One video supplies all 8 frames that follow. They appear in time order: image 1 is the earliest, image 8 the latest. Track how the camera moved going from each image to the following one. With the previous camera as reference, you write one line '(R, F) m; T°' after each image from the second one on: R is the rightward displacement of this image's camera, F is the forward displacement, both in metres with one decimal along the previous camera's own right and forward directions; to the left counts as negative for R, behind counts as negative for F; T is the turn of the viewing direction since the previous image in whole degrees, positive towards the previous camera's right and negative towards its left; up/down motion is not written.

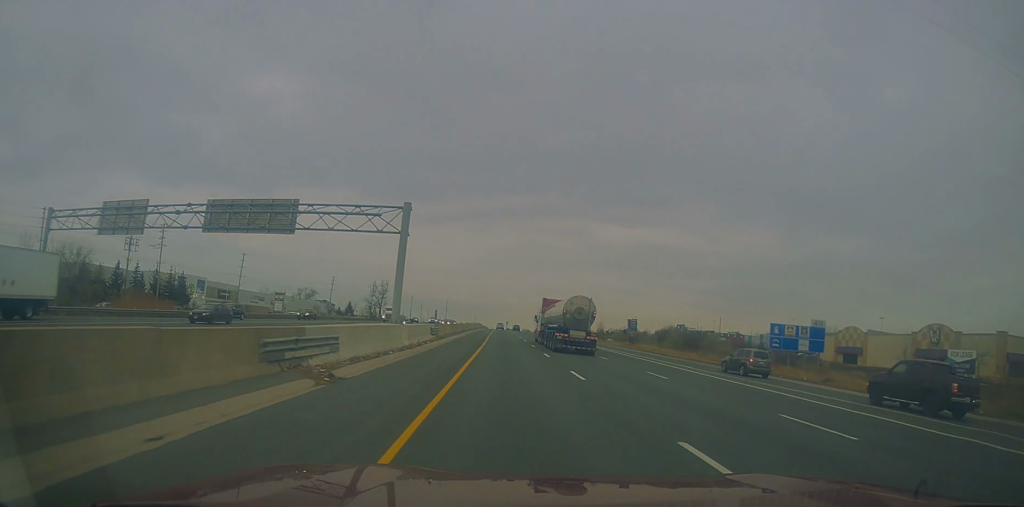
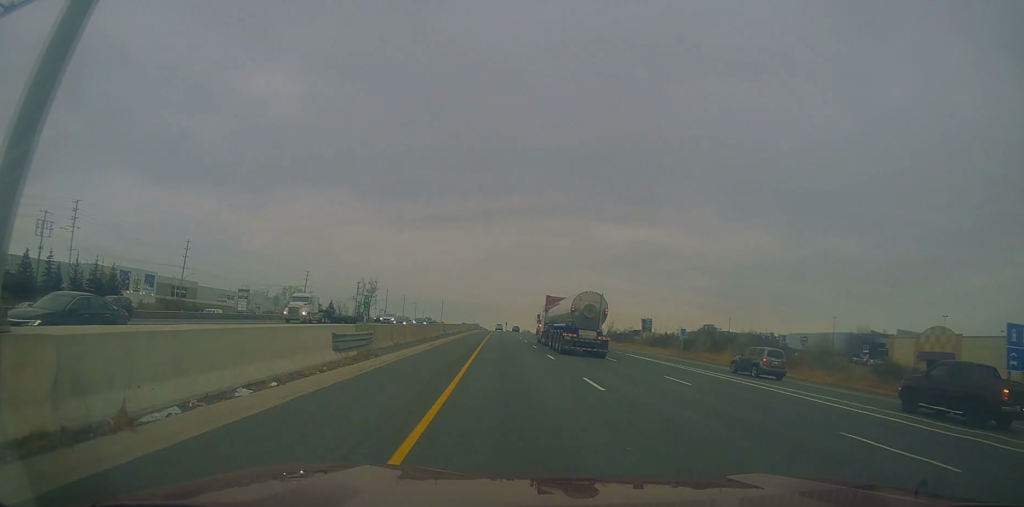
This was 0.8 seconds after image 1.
(+0.1, +26.9) m; 0°
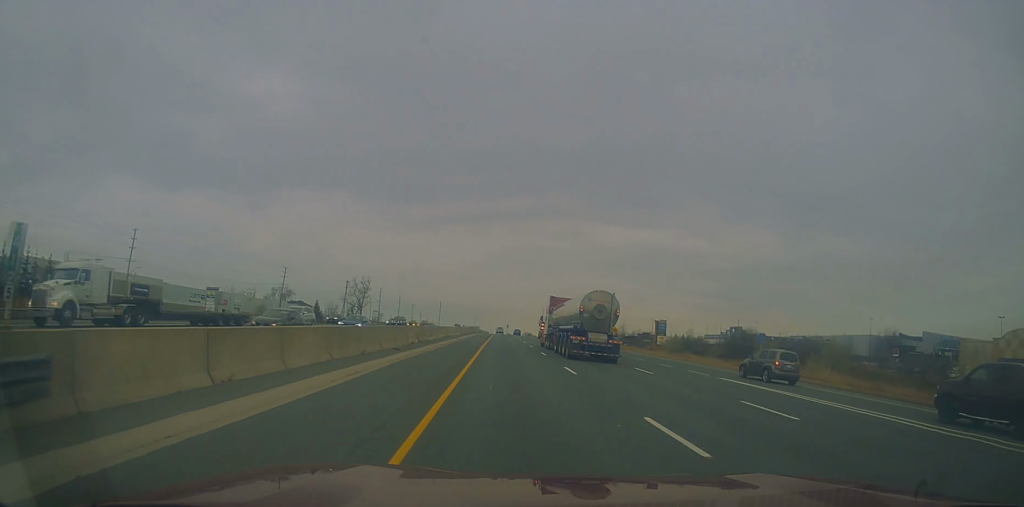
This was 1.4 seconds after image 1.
(-0.2, +19.3) m; -1°
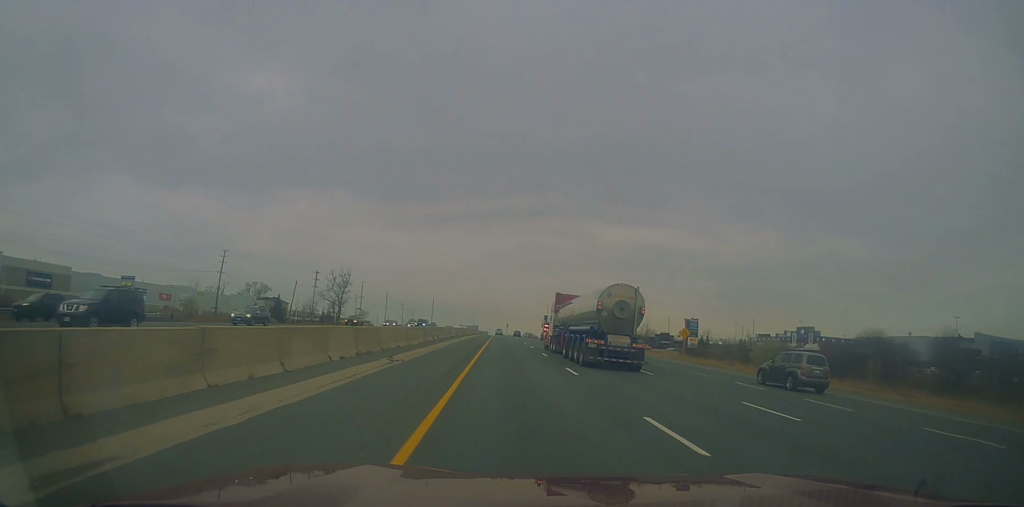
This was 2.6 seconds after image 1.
(0.0, +36.5) m; 0°
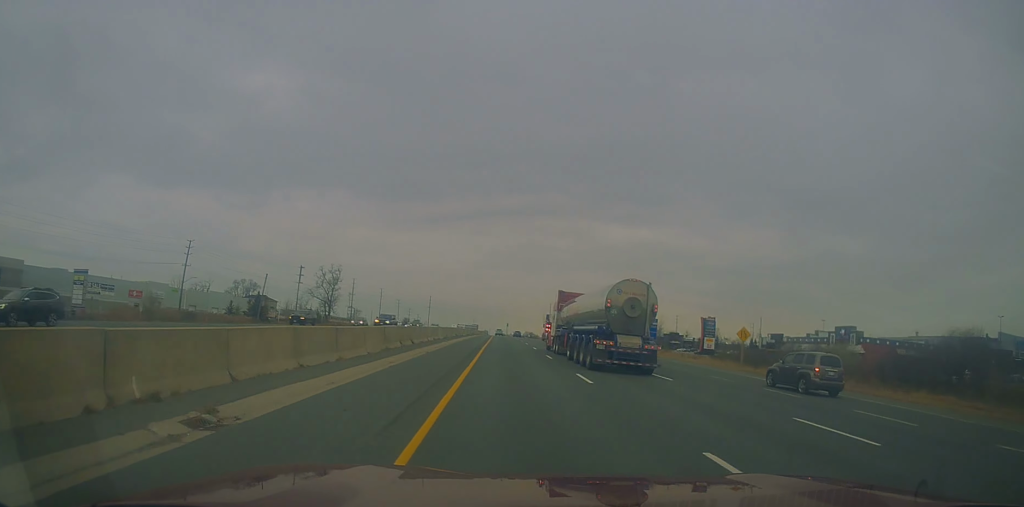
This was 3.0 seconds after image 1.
(0.0, +15.1) m; 0°
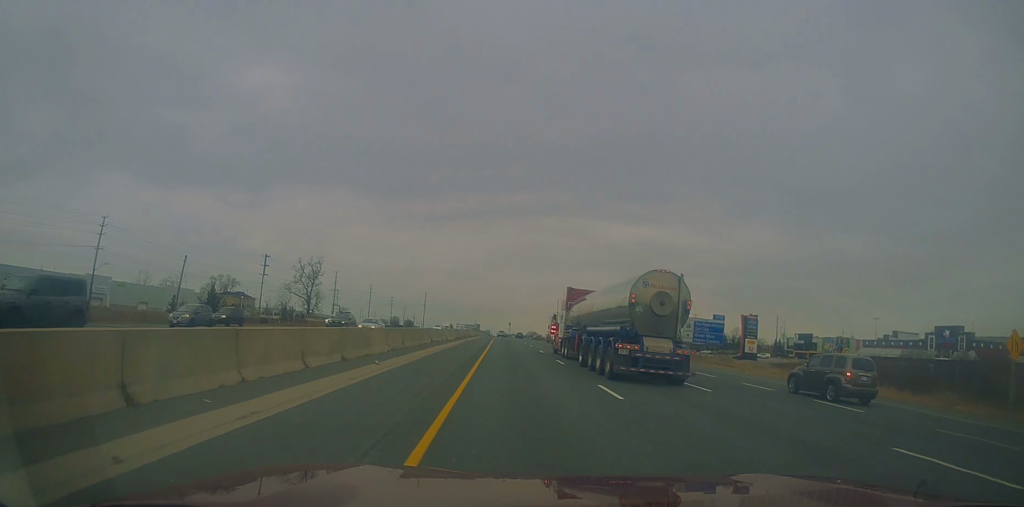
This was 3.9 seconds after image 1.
(0.0, +27.9) m; 0°
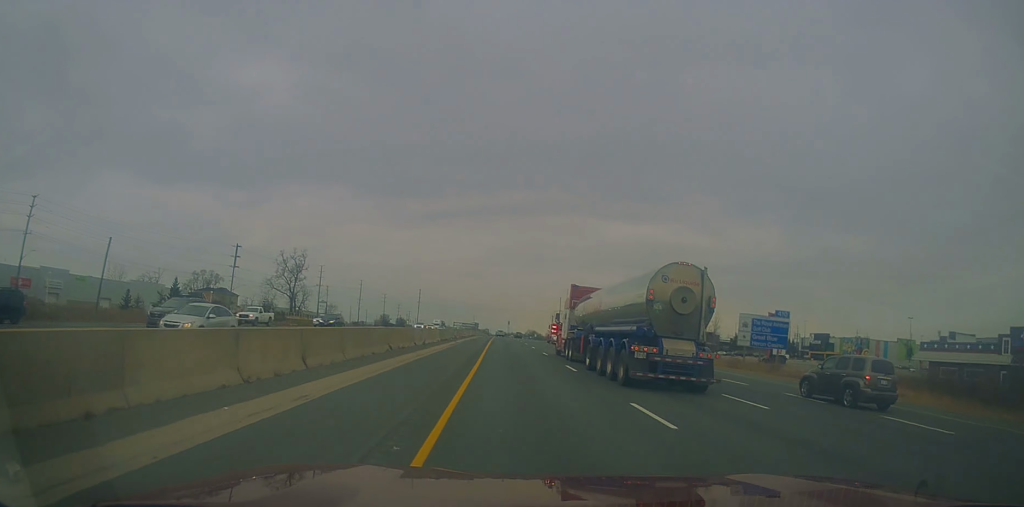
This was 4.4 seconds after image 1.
(+0.1, +16.1) m; 0°
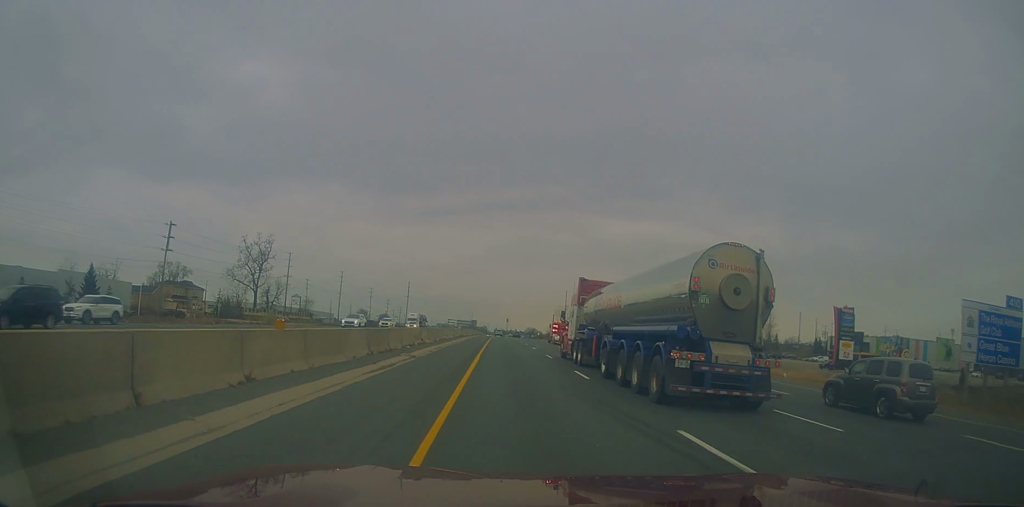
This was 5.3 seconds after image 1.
(-0.1, +27.8) m; 0°
